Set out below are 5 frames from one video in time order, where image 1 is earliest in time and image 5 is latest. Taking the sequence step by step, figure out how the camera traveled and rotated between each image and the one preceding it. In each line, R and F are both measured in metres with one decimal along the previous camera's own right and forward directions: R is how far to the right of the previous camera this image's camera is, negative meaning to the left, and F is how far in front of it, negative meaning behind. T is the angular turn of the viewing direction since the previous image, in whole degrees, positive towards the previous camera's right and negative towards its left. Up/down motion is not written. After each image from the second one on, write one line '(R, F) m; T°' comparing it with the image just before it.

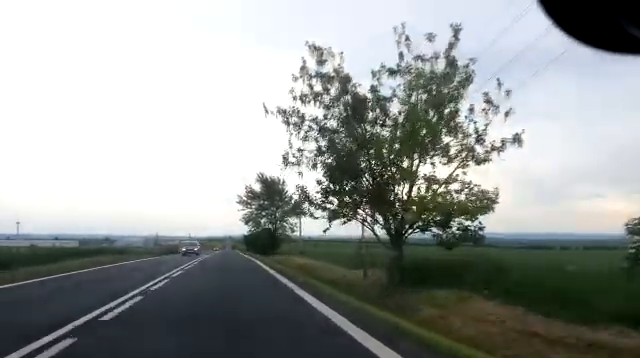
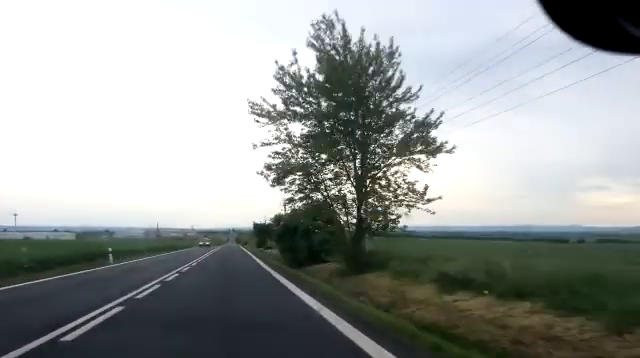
(+0.5, +42.2) m; +1°
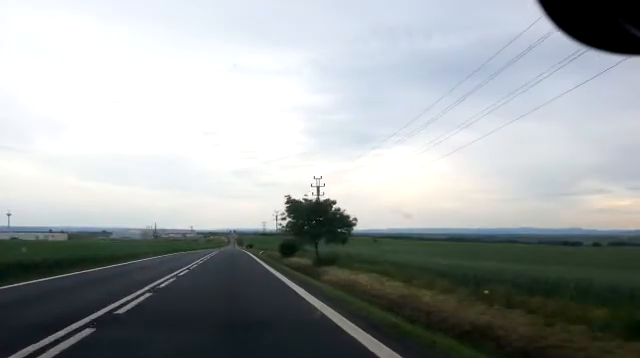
(-0.4, +47.8) m; 0°
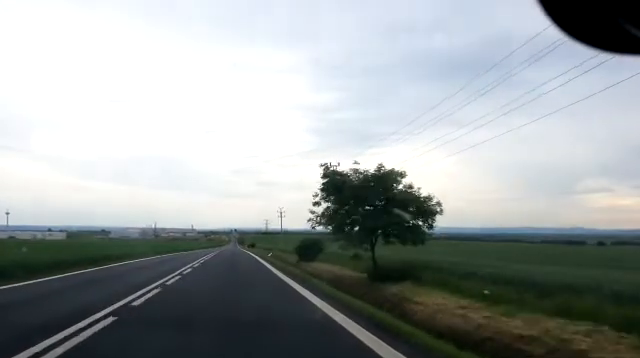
(0.0, +12.6) m; 0°
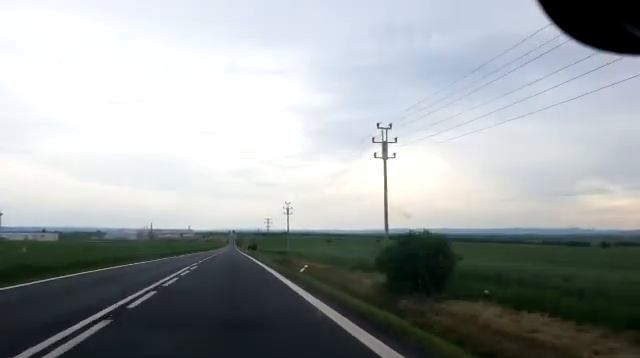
(0.0, +22.8) m; 0°
